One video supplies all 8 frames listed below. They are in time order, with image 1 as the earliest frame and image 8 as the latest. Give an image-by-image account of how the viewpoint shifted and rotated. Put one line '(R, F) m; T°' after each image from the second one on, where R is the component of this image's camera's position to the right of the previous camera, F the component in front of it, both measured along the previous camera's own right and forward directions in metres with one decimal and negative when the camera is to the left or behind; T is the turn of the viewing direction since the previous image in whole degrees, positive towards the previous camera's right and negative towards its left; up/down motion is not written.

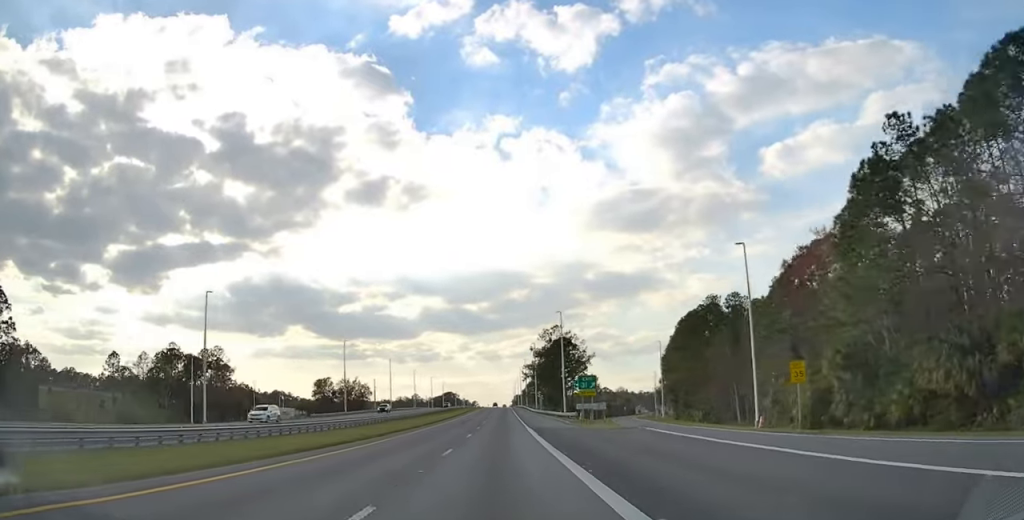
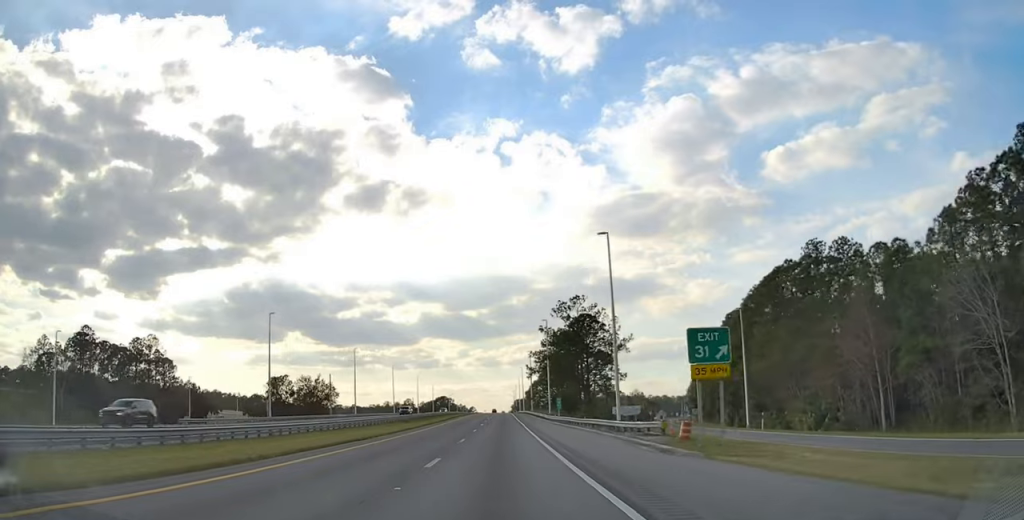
(+0.1, +41.4) m; 0°
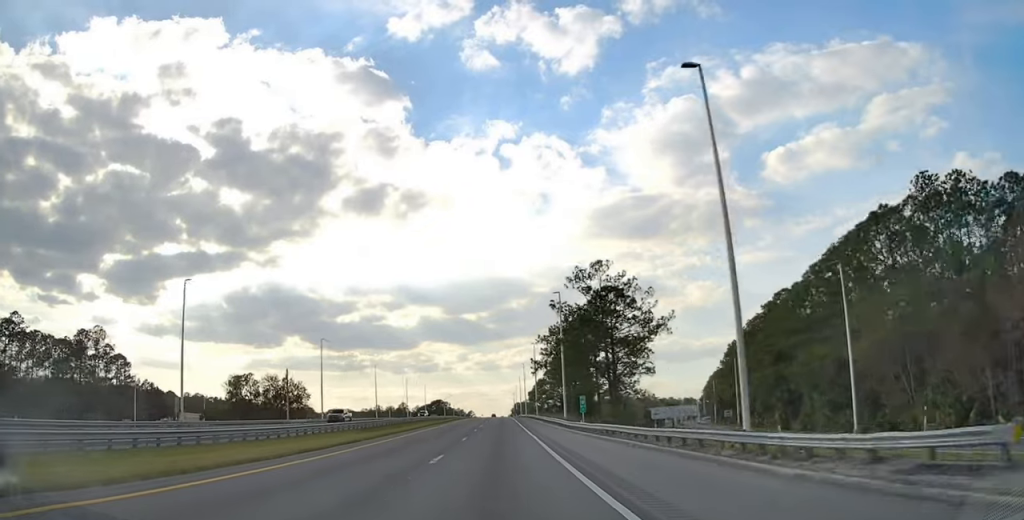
(0.0, +24.8) m; 0°
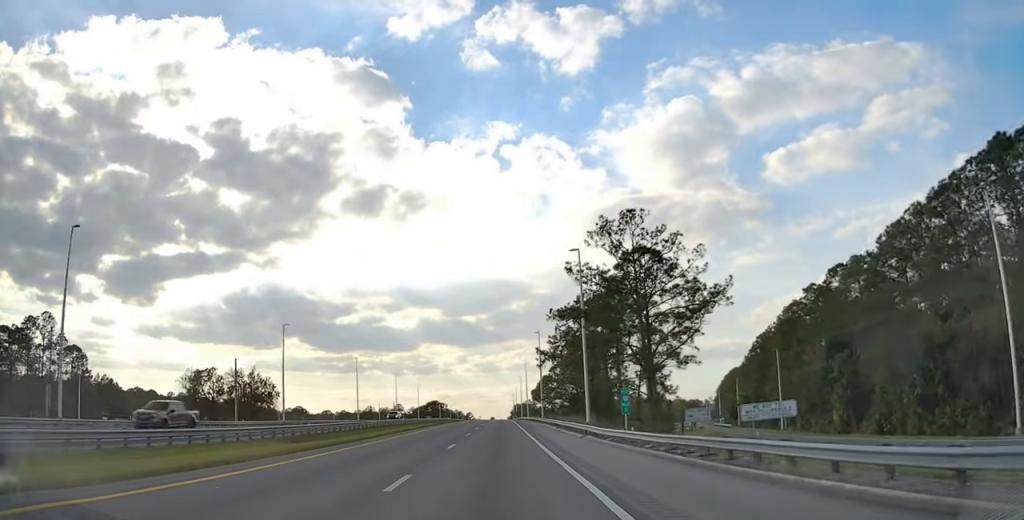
(0.0, +18.6) m; 0°
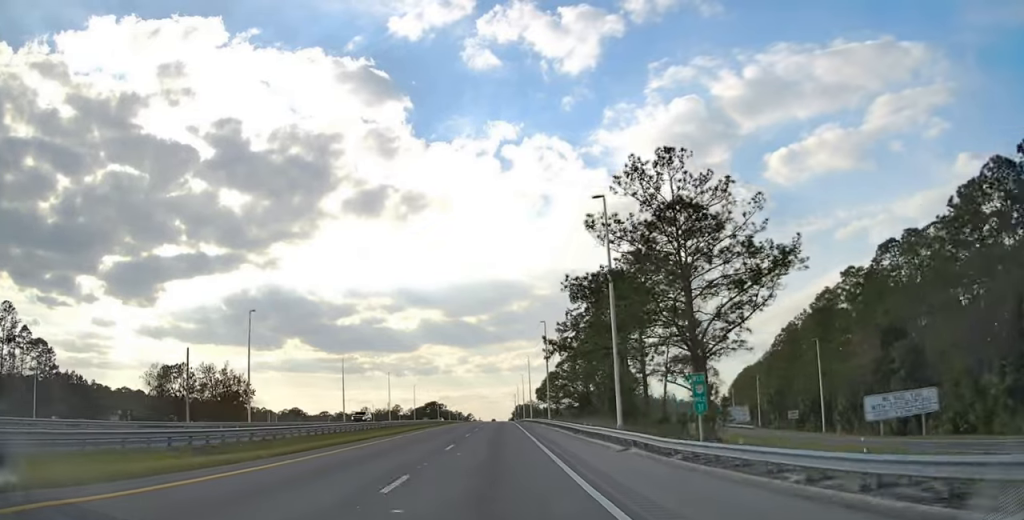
(0.0, +13.5) m; 0°
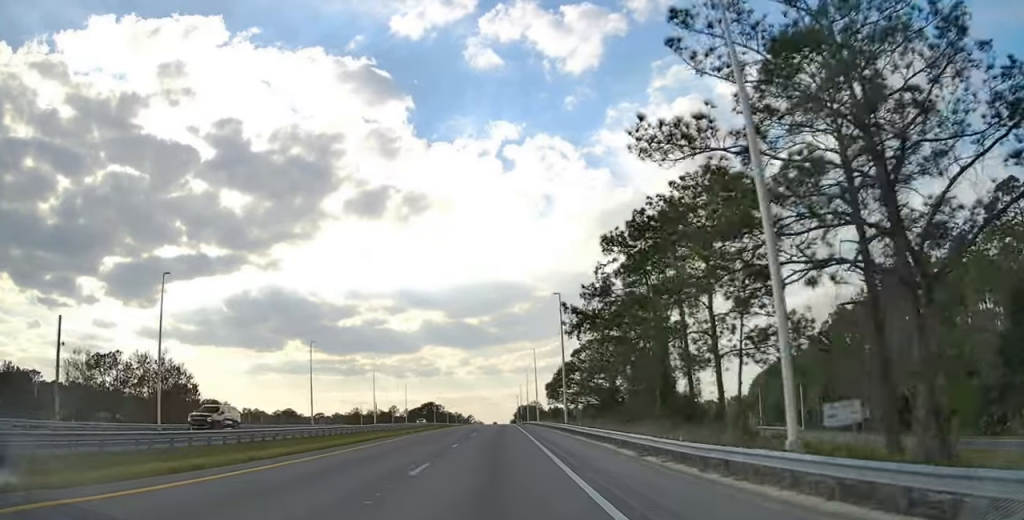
(0.0, +22.8) m; 0°
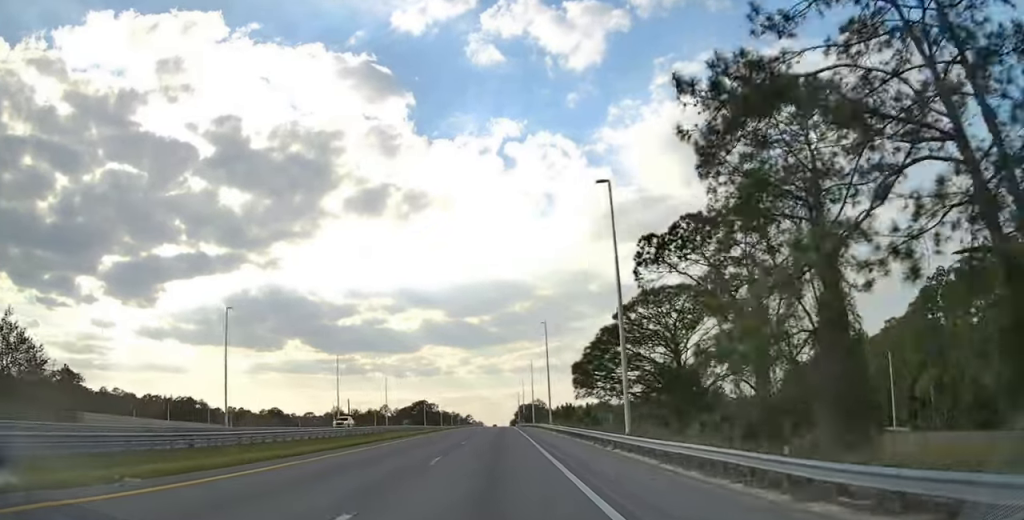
(-0.1, +34.2) m; 0°
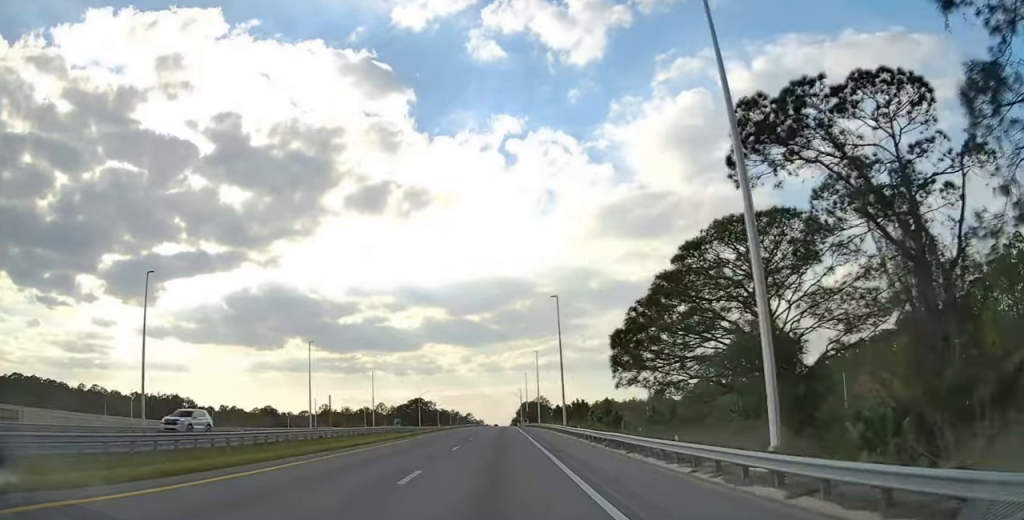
(-0.1, +18.7) m; 0°
